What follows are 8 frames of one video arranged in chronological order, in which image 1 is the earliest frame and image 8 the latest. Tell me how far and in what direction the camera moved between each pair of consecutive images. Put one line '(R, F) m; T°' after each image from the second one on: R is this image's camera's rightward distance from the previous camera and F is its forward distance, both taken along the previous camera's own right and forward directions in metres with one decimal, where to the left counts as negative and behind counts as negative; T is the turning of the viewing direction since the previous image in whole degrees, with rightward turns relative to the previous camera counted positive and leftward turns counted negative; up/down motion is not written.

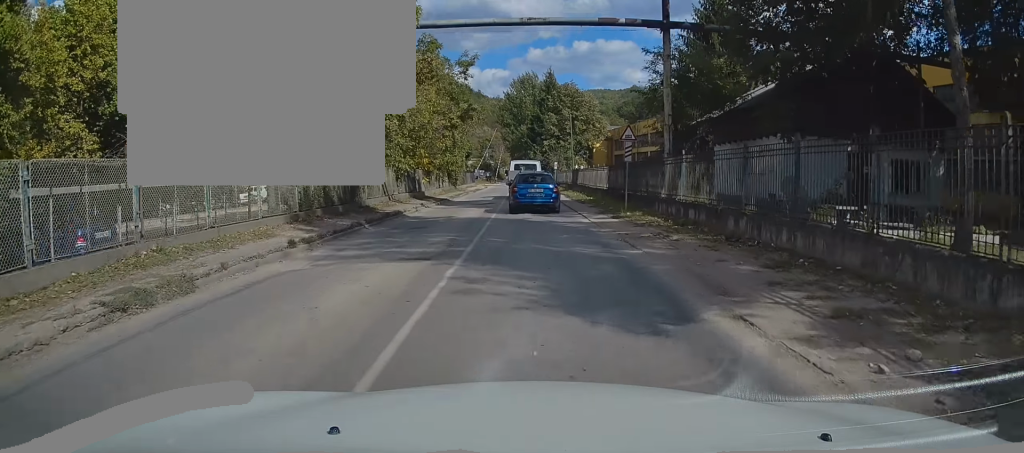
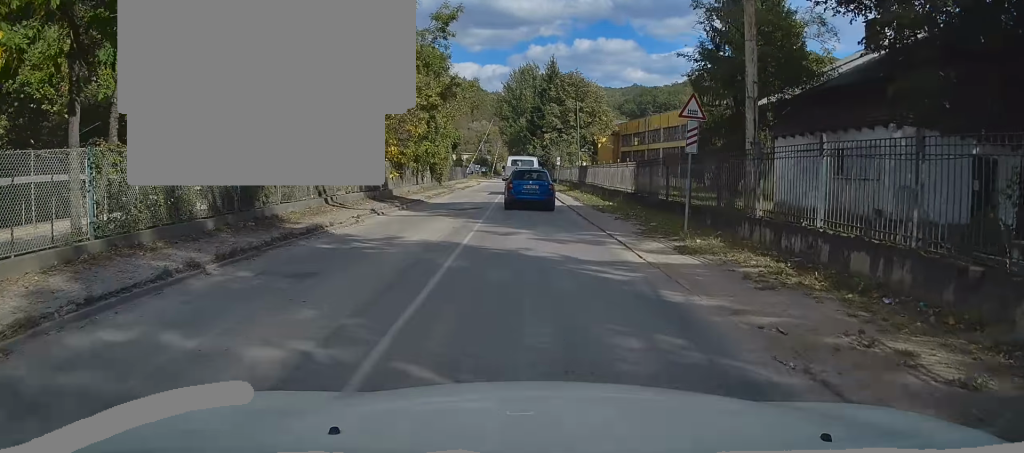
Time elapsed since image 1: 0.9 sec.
(0.0, +8.9) m; -2°
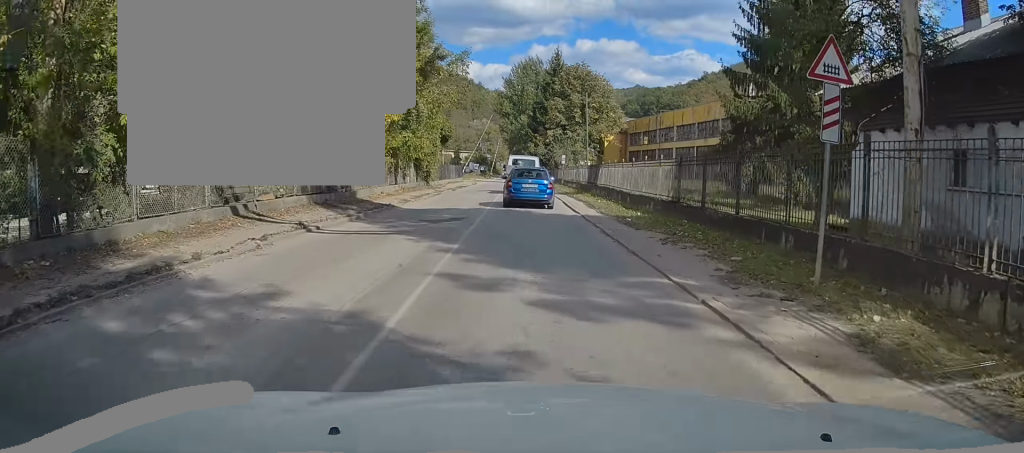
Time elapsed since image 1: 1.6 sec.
(-0.2, +6.2) m; -1°
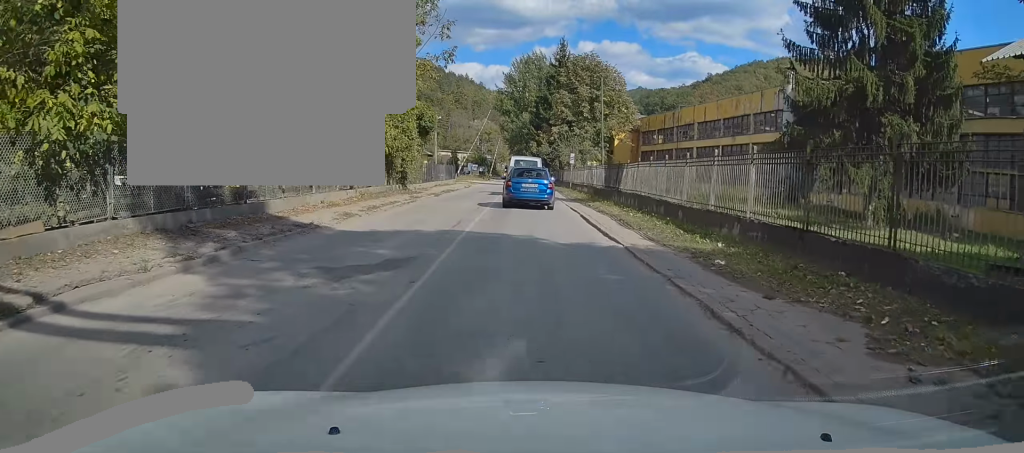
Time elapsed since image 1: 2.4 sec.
(-0.2, +8.3) m; 0°
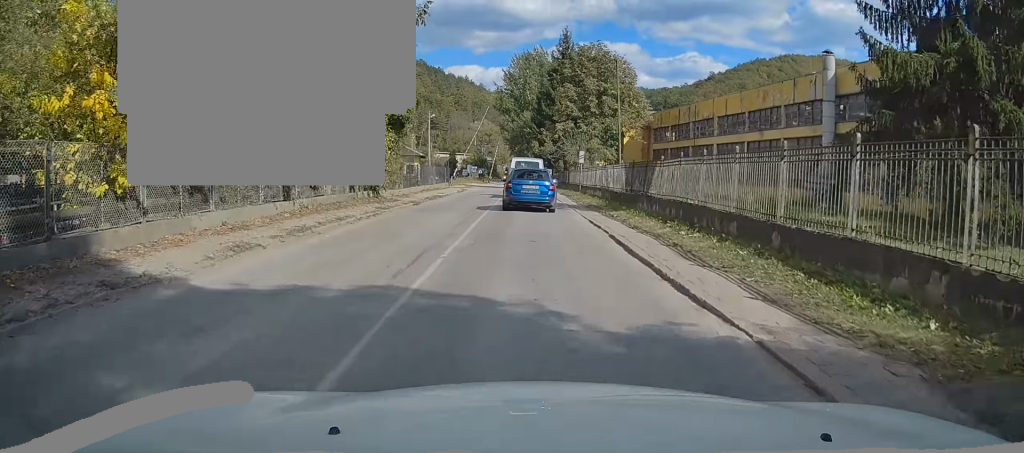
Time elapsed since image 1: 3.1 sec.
(0.0, +6.2) m; +2°
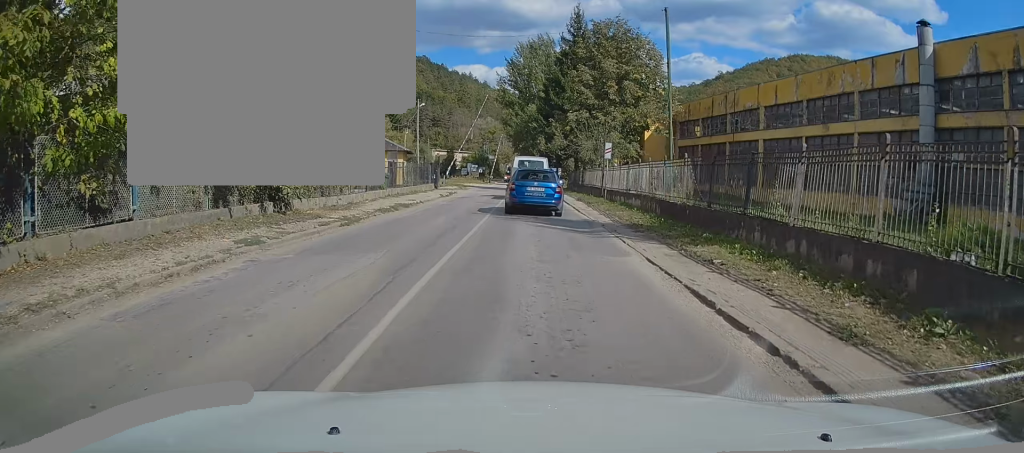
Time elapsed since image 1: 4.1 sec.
(+0.4, +10.4) m; 0°
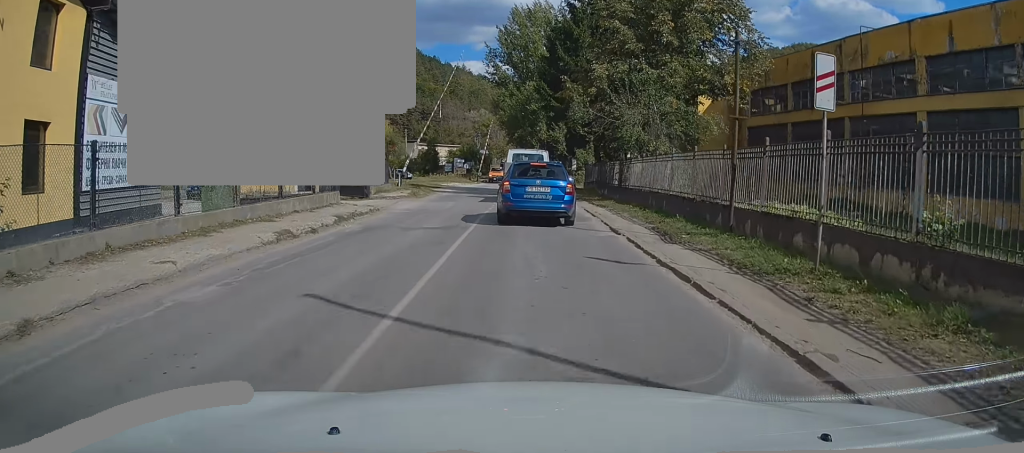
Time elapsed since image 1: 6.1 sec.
(-0.9, +21.7) m; -3°
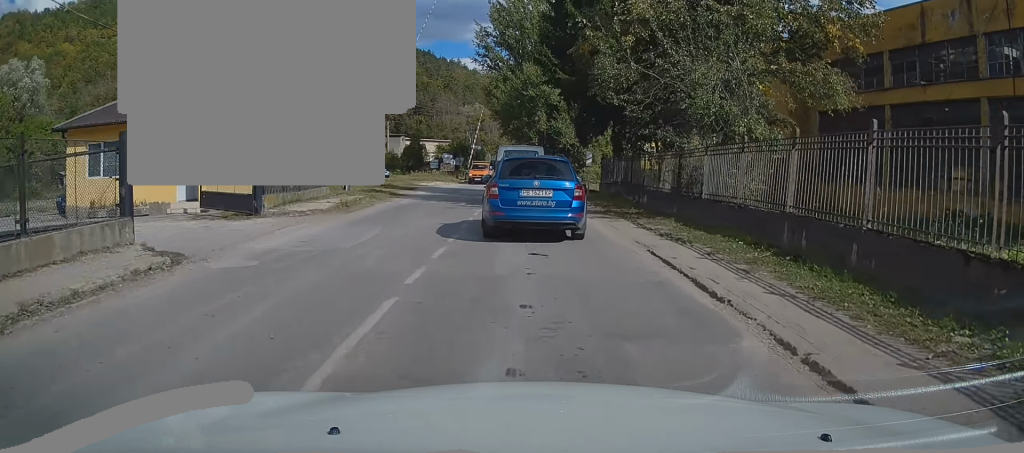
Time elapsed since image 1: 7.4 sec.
(+0.1, +12.4) m; +2°
